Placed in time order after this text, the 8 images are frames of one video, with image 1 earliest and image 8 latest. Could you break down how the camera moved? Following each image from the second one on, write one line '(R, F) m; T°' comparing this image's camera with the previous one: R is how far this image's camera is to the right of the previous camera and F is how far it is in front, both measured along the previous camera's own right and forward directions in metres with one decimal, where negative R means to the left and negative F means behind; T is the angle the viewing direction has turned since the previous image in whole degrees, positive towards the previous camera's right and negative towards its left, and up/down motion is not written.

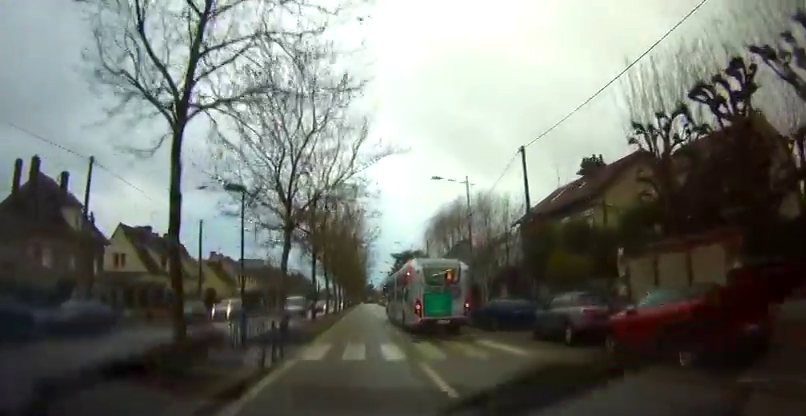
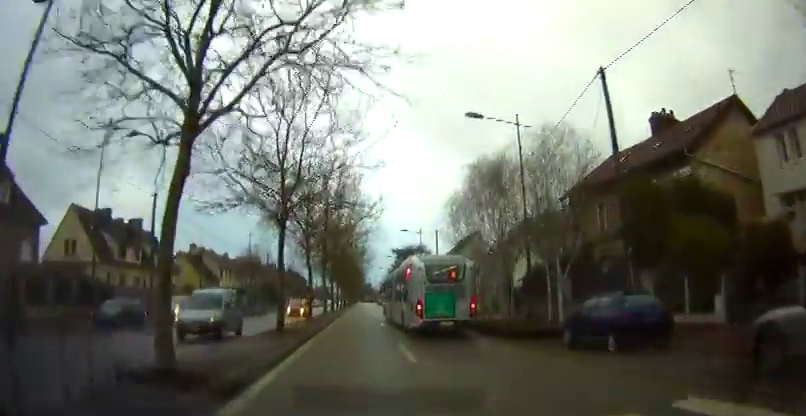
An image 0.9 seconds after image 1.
(-0.2, +10.5) m; +1°
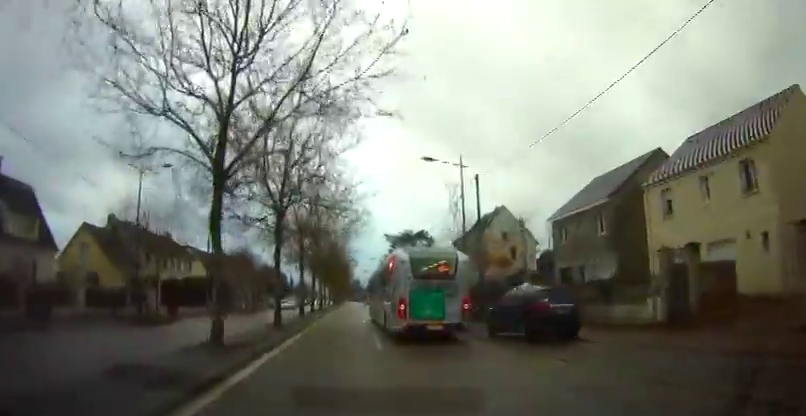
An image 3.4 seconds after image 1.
(+1.1, +26.0) m; +2°
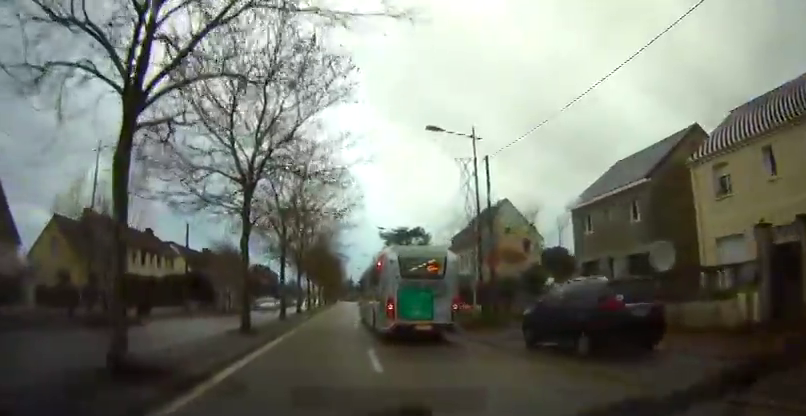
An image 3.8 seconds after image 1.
(+0.1, +4.8) m; 0°
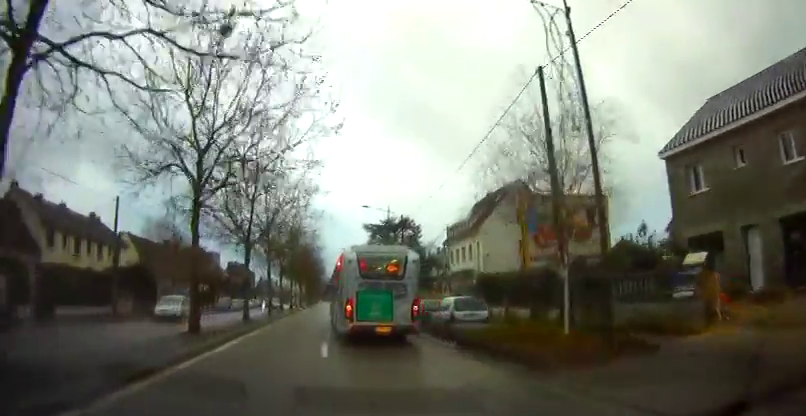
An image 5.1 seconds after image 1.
(-0.2, +12.2) m; +1°
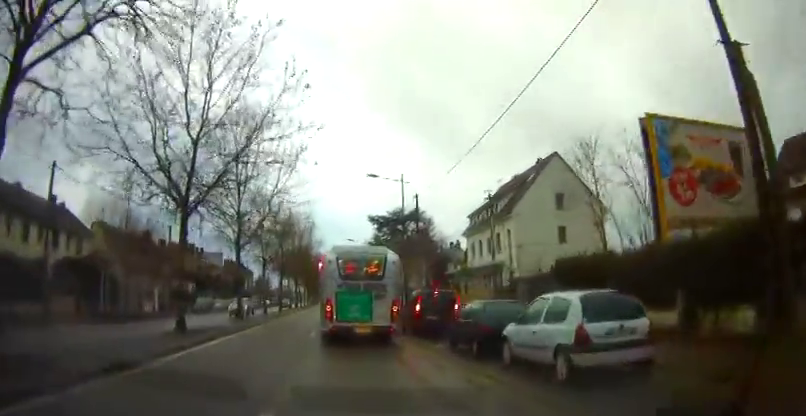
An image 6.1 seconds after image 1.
(+0.2, +9.8) m; 0°
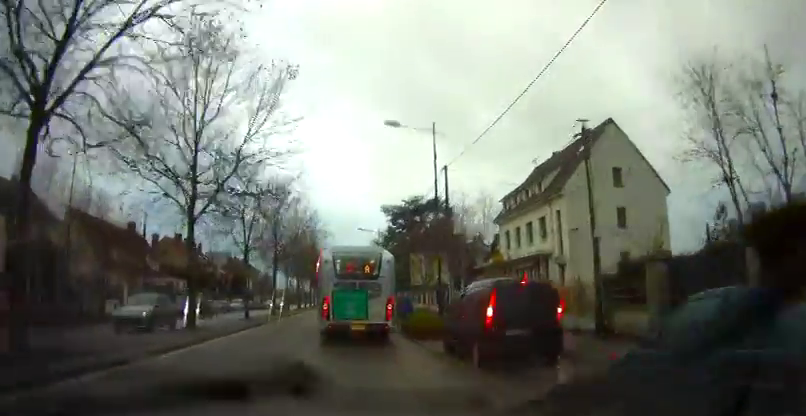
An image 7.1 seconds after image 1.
(-0.2, +8.9) m; -1°
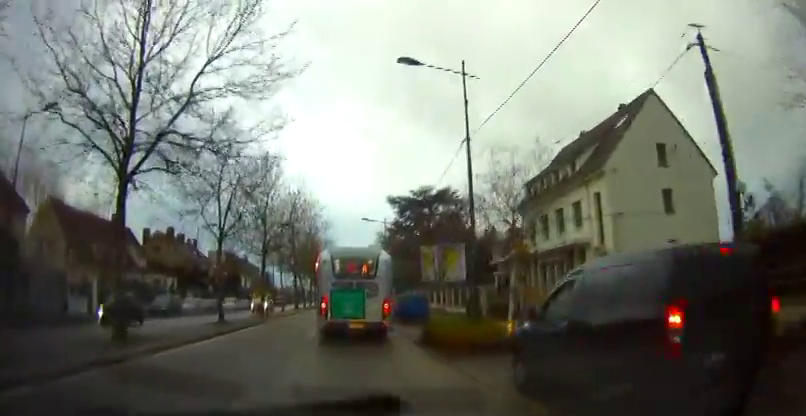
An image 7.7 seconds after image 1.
(0.0, +5.7) m; 0°
